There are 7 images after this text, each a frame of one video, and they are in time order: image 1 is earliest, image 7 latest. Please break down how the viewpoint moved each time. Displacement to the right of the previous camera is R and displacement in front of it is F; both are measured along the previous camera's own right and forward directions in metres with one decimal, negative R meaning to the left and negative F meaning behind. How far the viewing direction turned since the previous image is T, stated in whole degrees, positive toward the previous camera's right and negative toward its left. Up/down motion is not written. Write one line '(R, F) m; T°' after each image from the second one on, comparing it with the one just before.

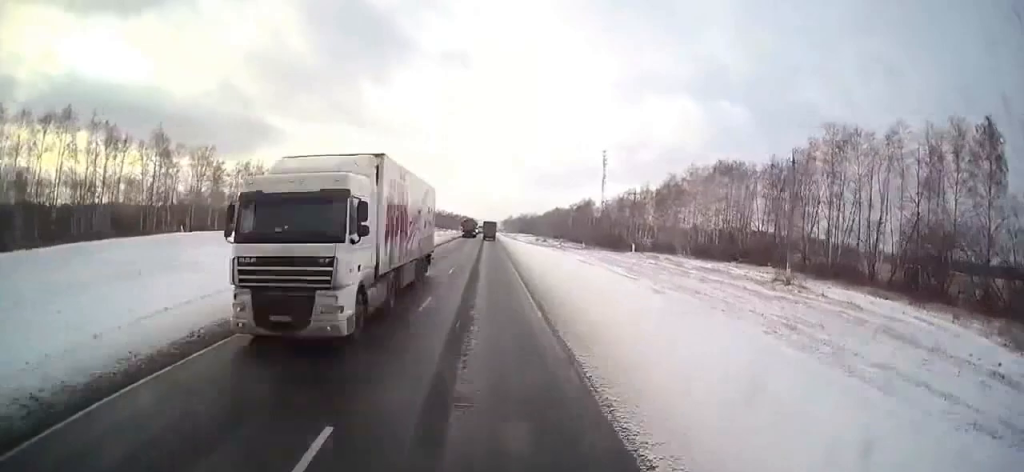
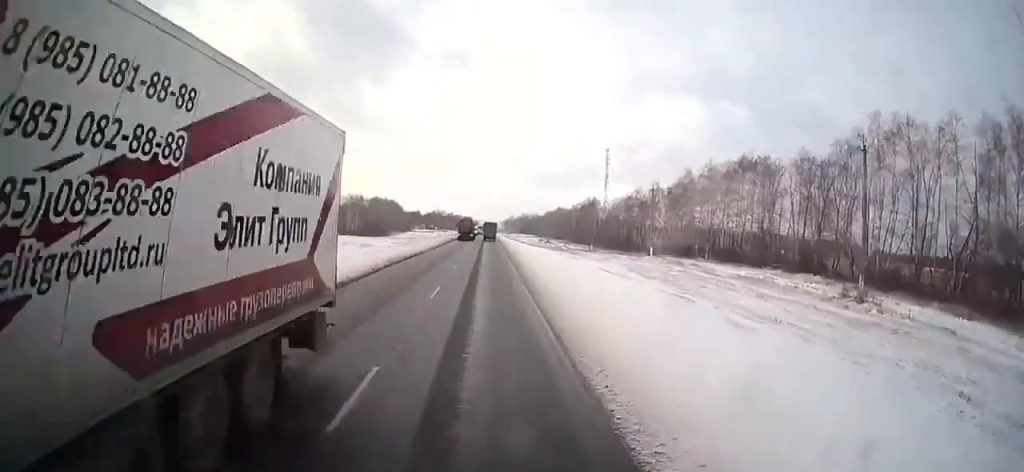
(0.0, +9.5) m; 0°
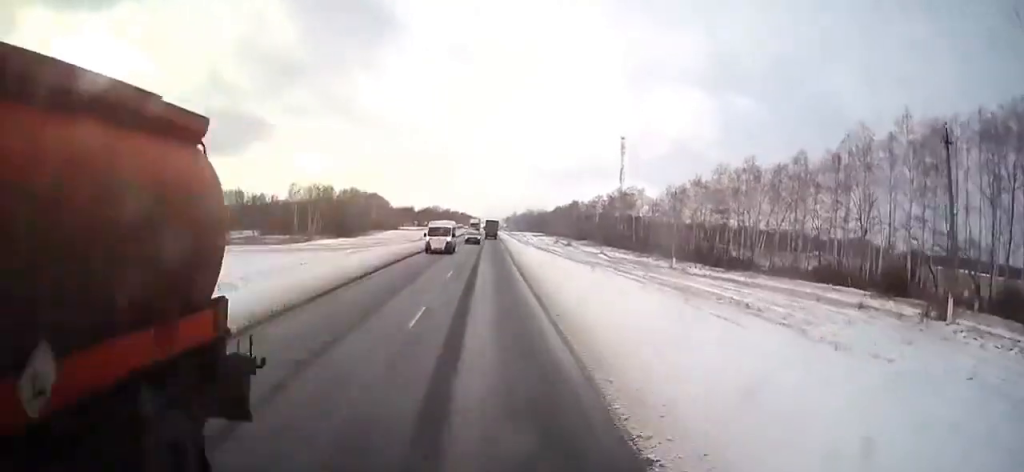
(-0.1, +53.5) m; 0°
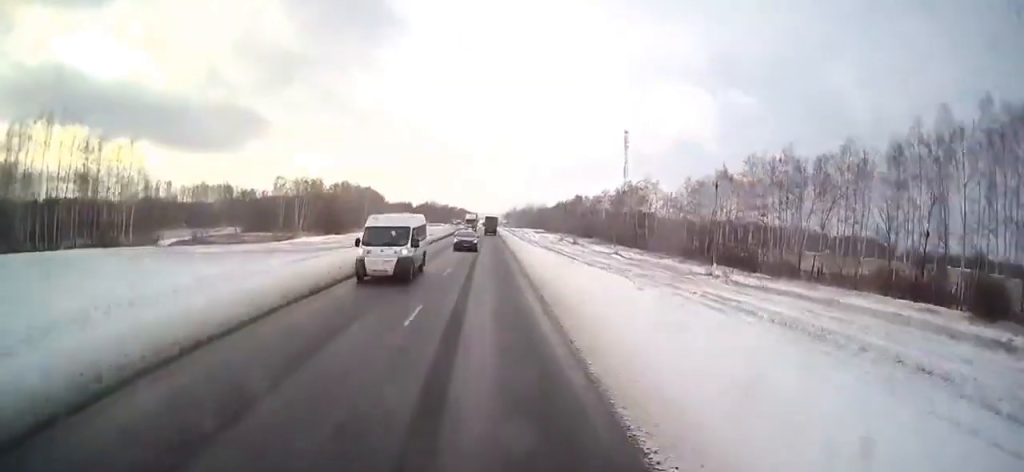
(0.0, +12.0) m; 0°
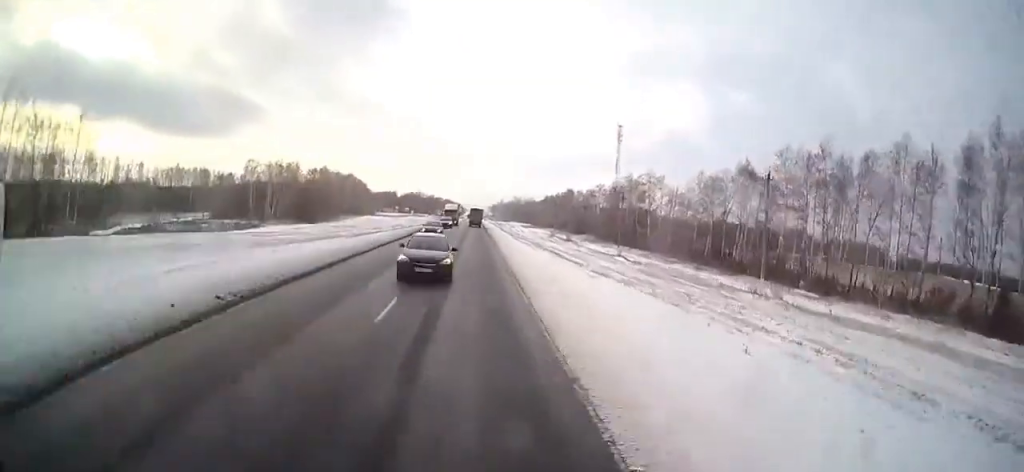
(0.0, +13.3) m; +1°
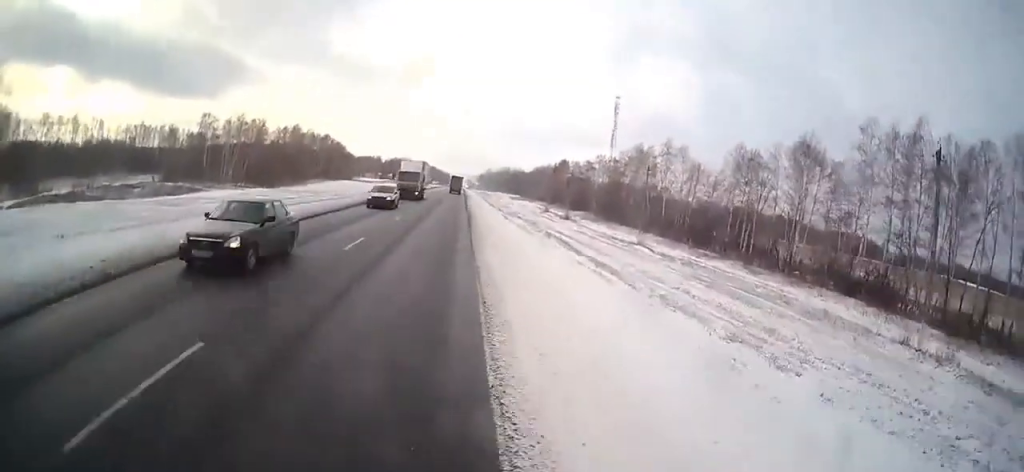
(+0.3, +21.7) m; +1°
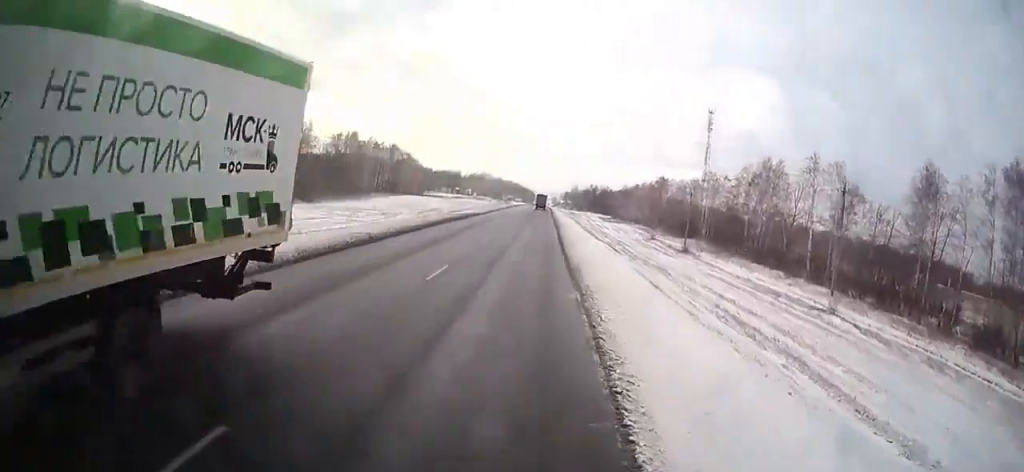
(-0.3, +31.1) m; -4°
